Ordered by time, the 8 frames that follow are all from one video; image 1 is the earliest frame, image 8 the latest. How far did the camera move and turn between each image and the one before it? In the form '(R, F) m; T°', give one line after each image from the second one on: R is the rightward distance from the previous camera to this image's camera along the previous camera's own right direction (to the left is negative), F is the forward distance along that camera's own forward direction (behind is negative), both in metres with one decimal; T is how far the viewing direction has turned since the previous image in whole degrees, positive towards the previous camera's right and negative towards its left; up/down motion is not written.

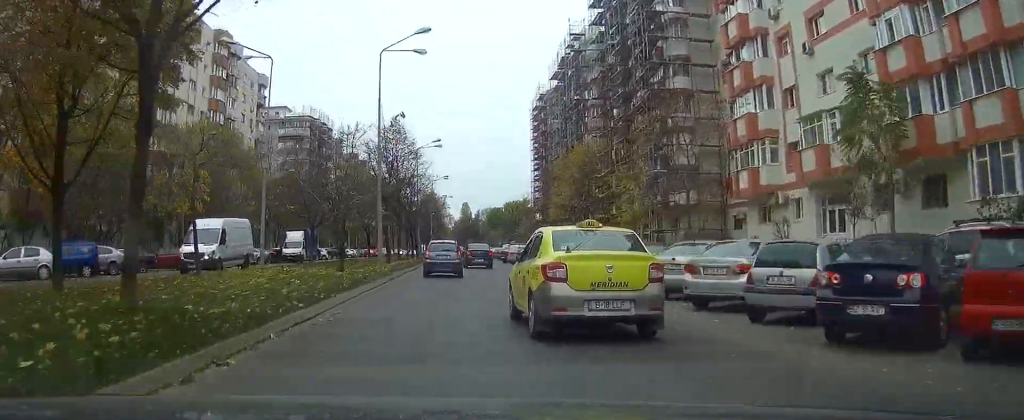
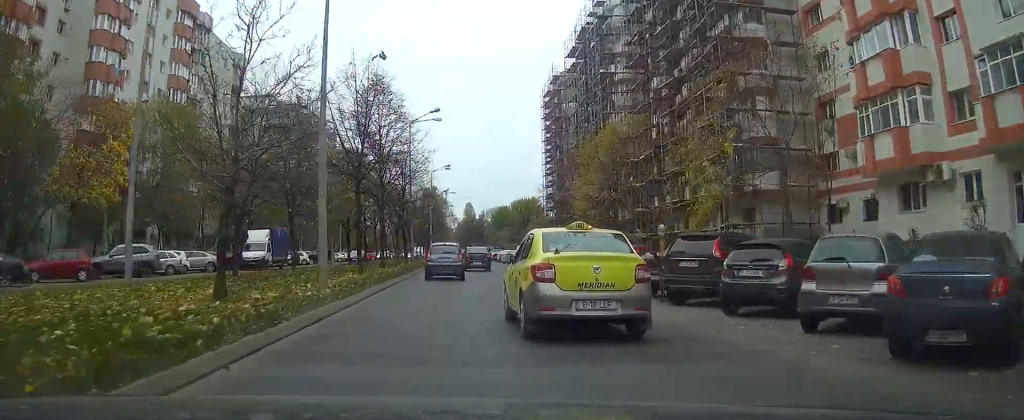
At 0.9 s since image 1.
(0.0, +13.6) m; 0°
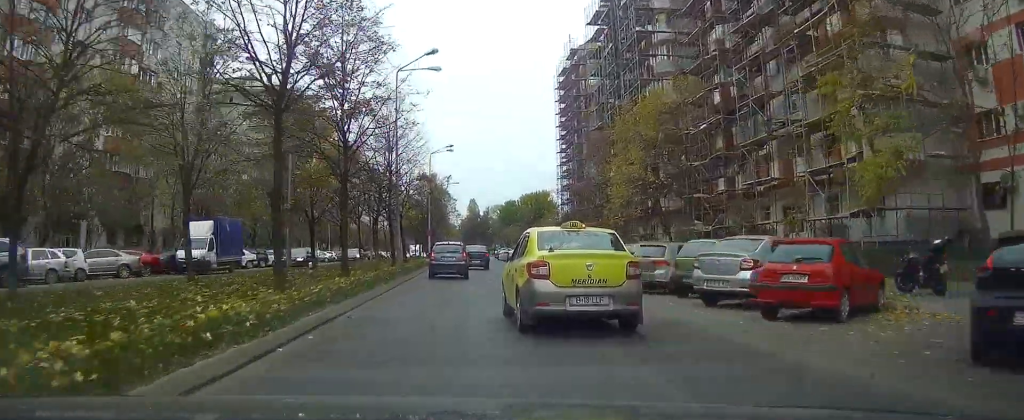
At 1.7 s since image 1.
(+0.1, +13.7) m; 0°
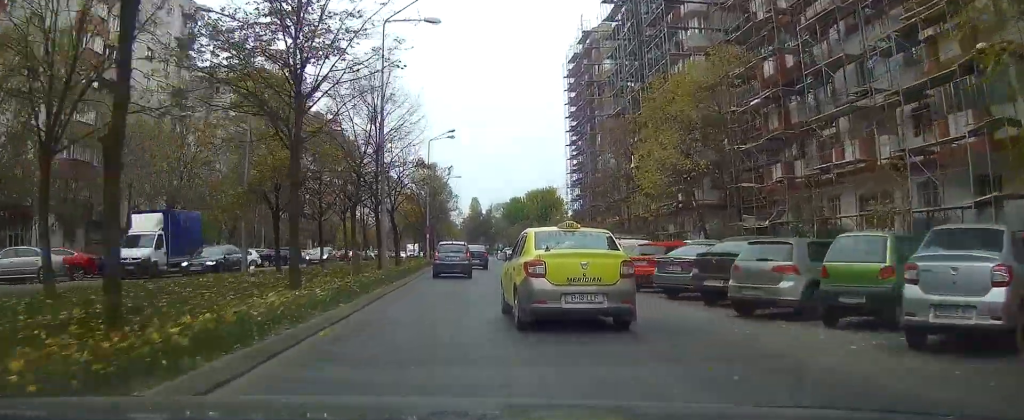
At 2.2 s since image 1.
(-0.1, +7.9) m; 0°
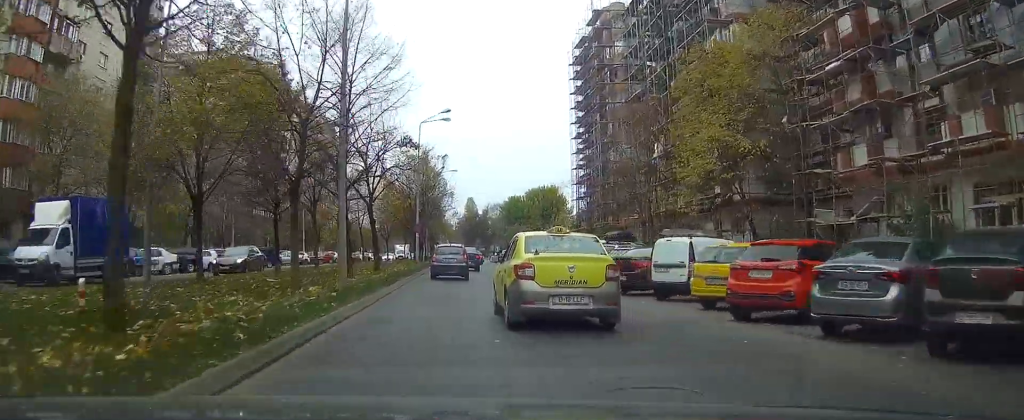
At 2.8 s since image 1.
(-0.1, +8.9) m; 0°
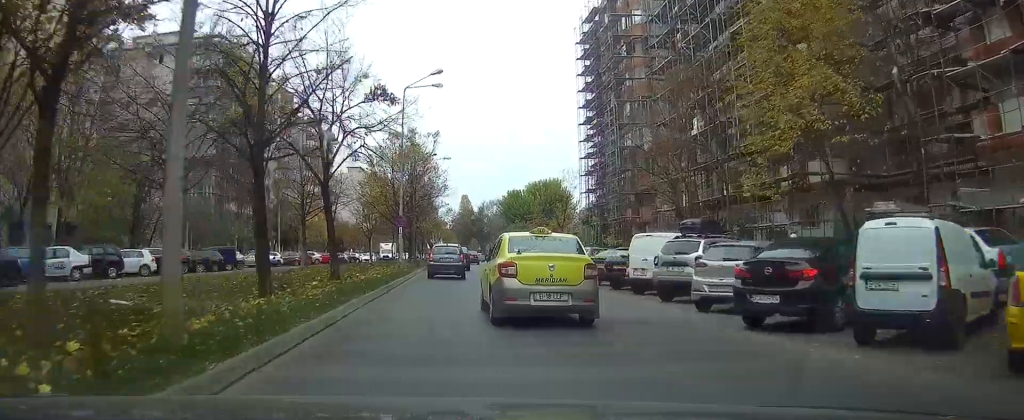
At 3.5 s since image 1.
(+0.1, +10.5) m; 0°
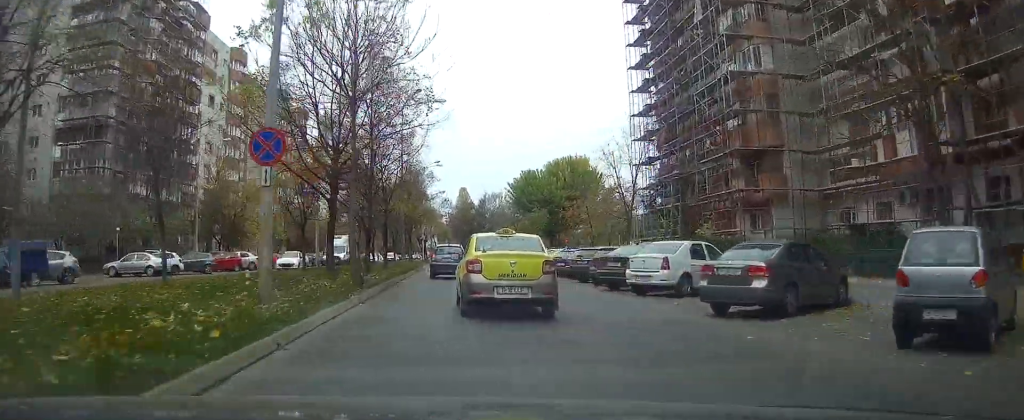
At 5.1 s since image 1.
(+0.1, +26.3) m; 0°
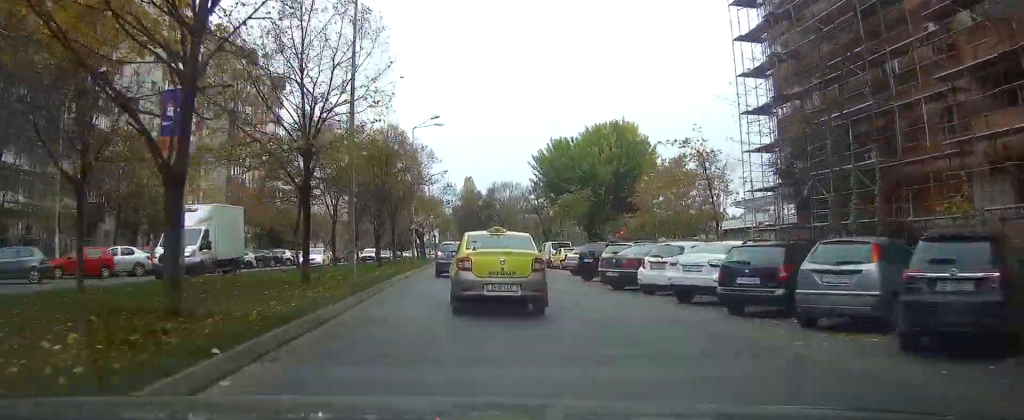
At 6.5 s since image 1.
(-0.1, +22.1) m; 0°
